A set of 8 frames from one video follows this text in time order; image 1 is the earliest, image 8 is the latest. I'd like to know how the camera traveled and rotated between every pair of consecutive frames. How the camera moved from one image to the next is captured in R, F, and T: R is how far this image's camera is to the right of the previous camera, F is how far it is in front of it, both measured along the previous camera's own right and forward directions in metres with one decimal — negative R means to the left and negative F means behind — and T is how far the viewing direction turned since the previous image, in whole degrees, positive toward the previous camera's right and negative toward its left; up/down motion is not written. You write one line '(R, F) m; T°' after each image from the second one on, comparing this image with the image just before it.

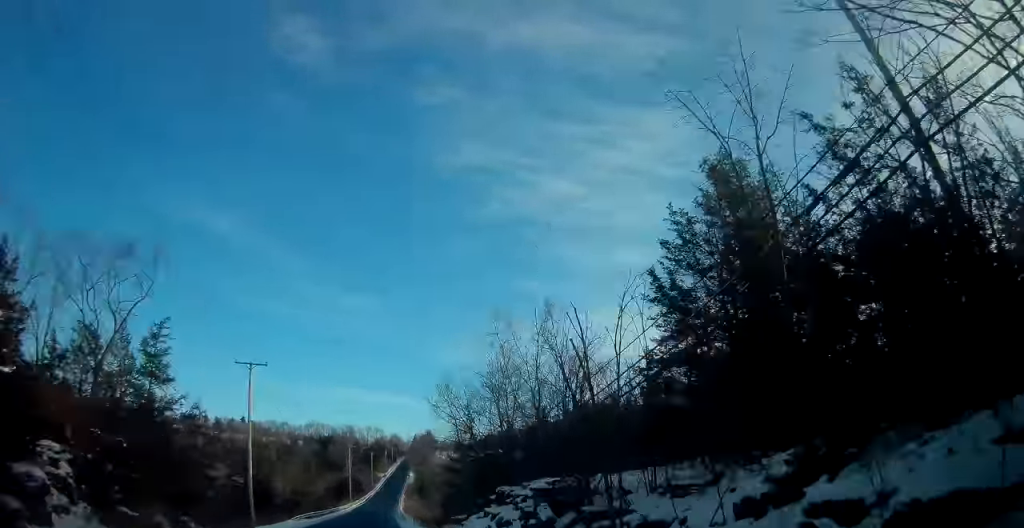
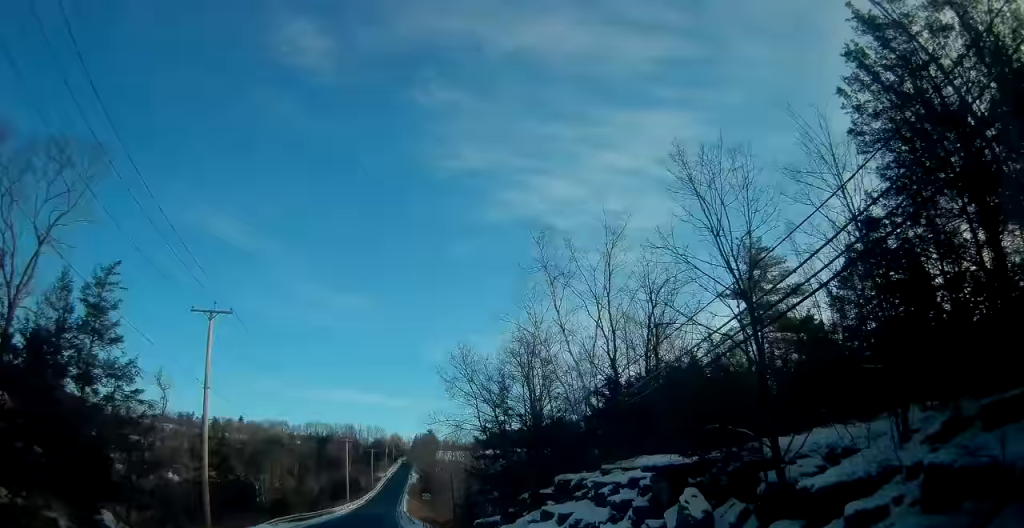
(0.0, +10.8) m; 0°
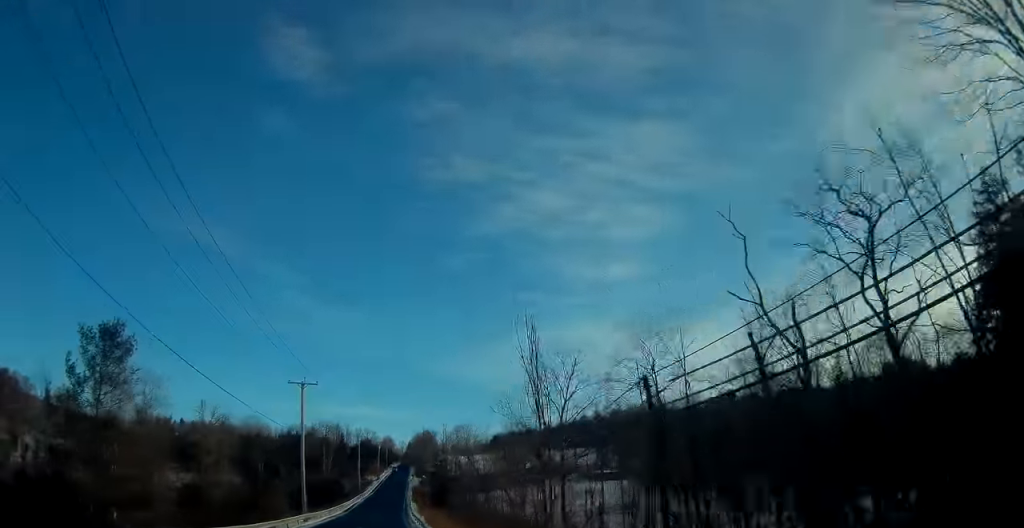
(+0.5, +49.2) m; +2°
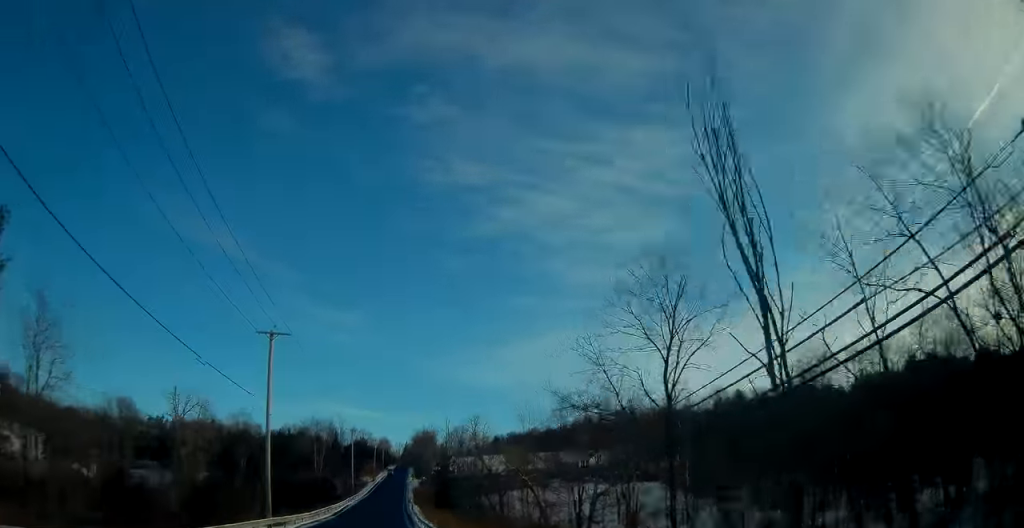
(0.0, +13.8) m; 0°
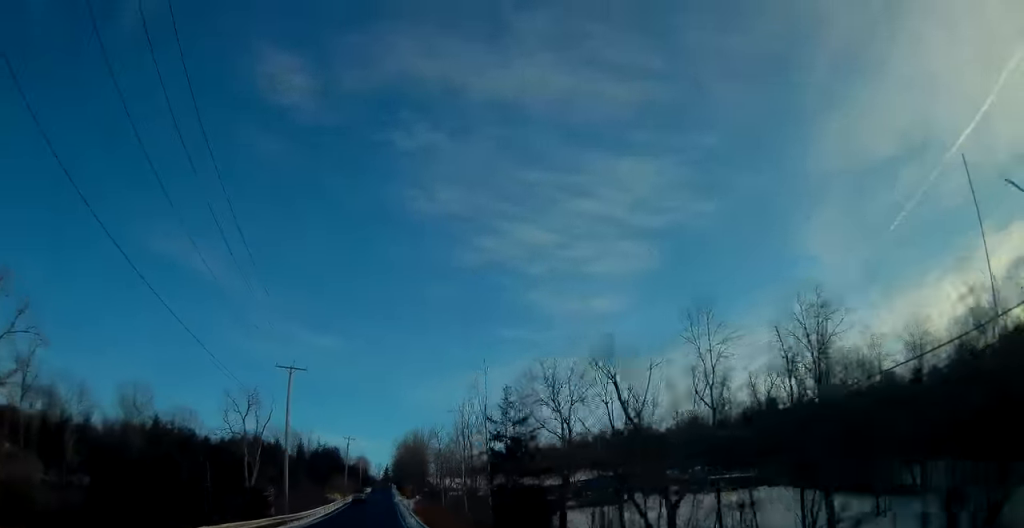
(+0.7, +53.4) m; +1°
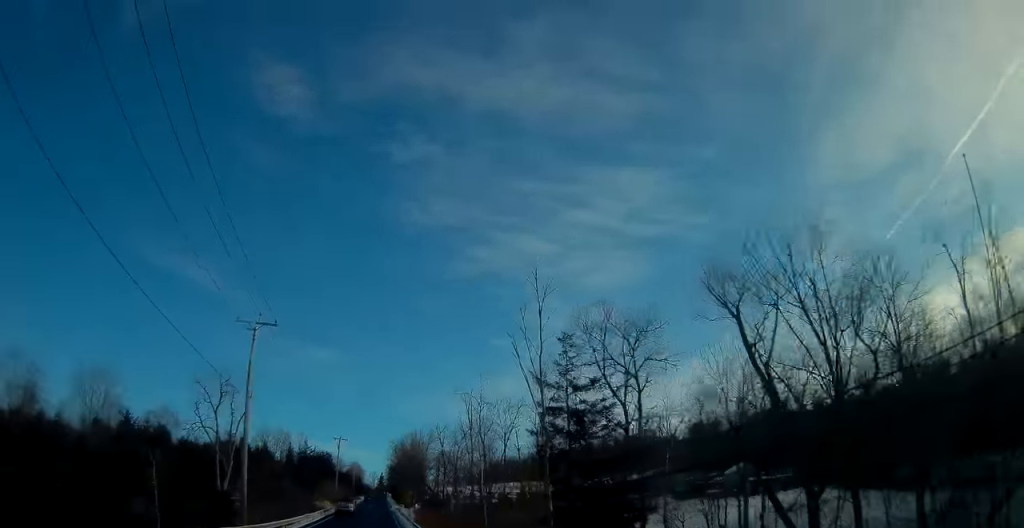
(0.0, +12.0) m; 0°
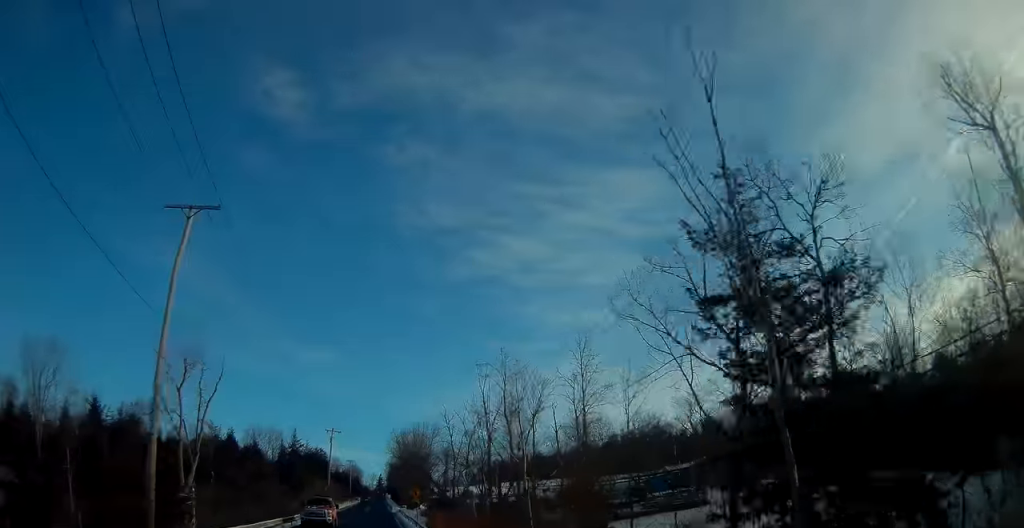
(0.0, +12.6) m; 0°
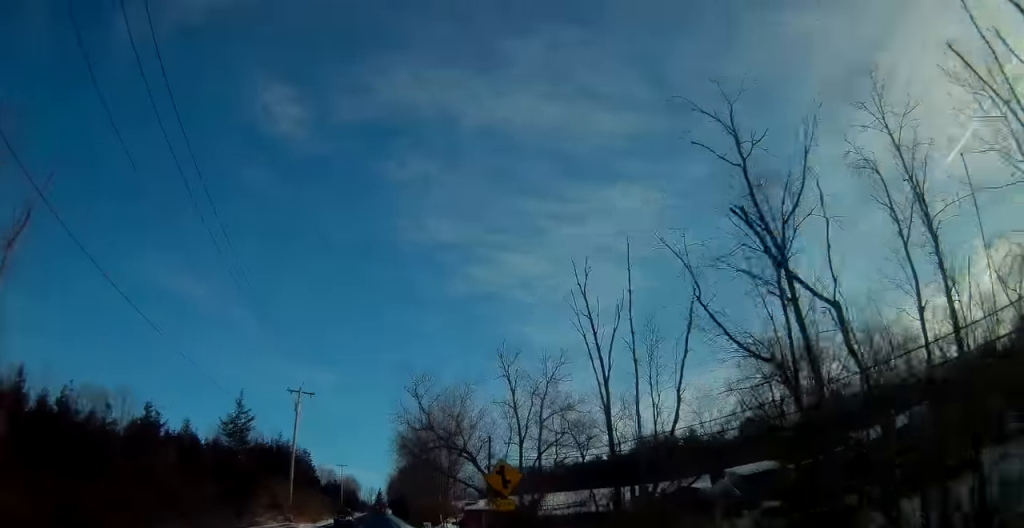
(+0.2, +35.0) m; +1°
